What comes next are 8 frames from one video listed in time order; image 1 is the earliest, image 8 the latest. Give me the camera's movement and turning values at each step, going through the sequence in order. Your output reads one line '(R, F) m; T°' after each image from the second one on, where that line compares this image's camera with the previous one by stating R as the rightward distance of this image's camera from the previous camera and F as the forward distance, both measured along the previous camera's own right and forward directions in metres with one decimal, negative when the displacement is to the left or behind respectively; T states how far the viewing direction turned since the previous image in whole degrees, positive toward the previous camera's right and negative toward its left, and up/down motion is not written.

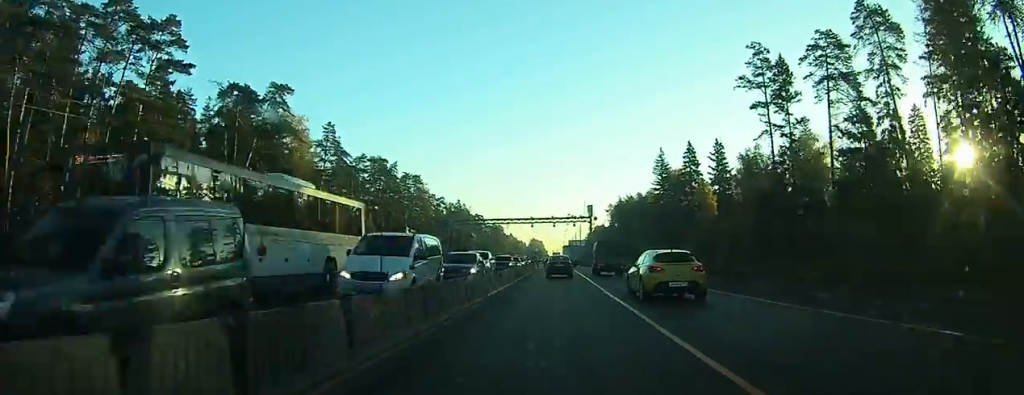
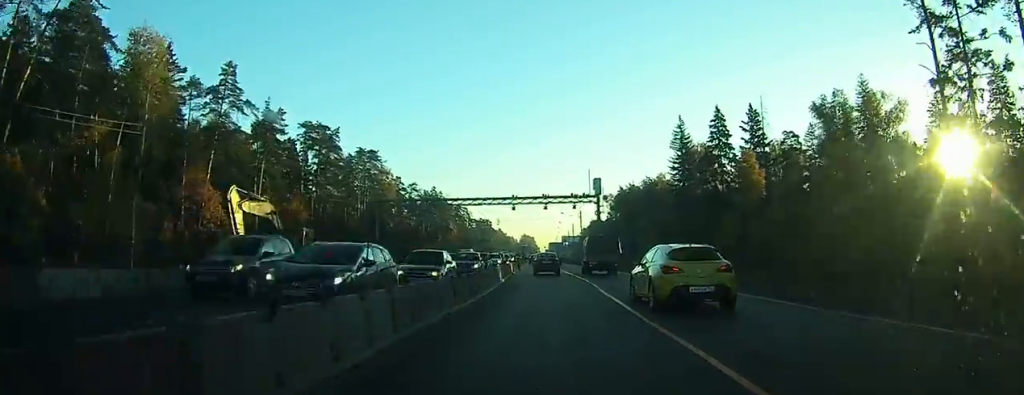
(+0.1, +30.7) m; 0°
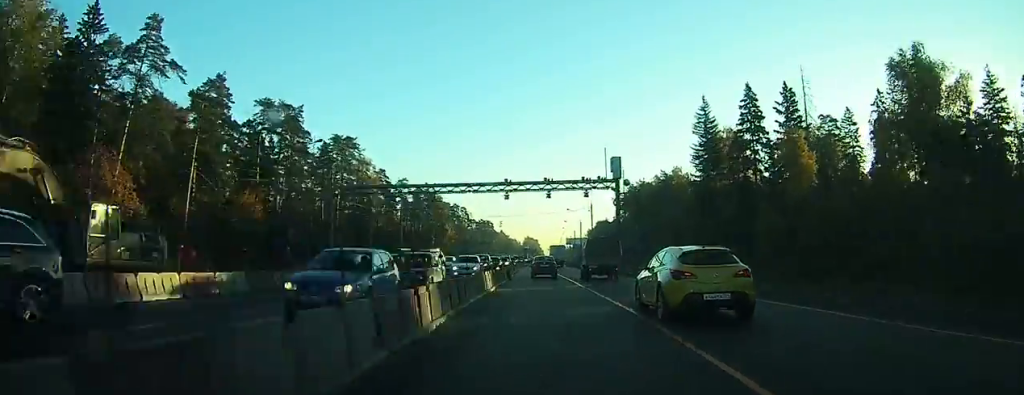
(0.0, +16.3) m; 0°
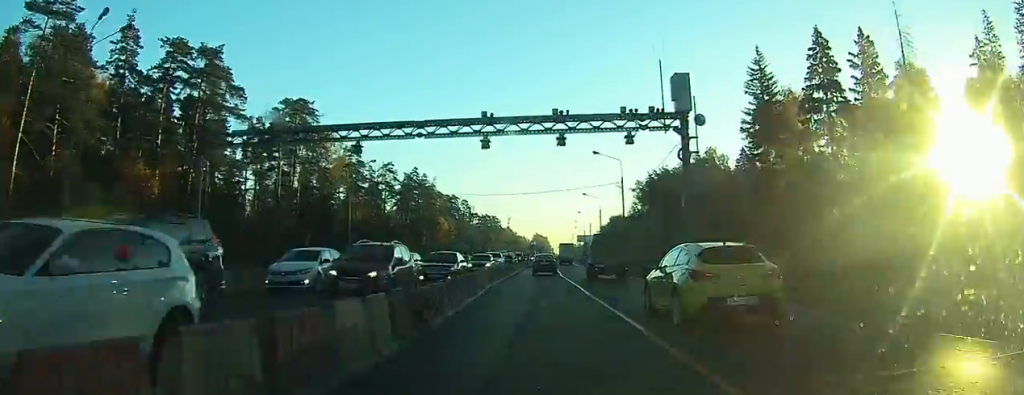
(-0.1, +23.8) m; 0°
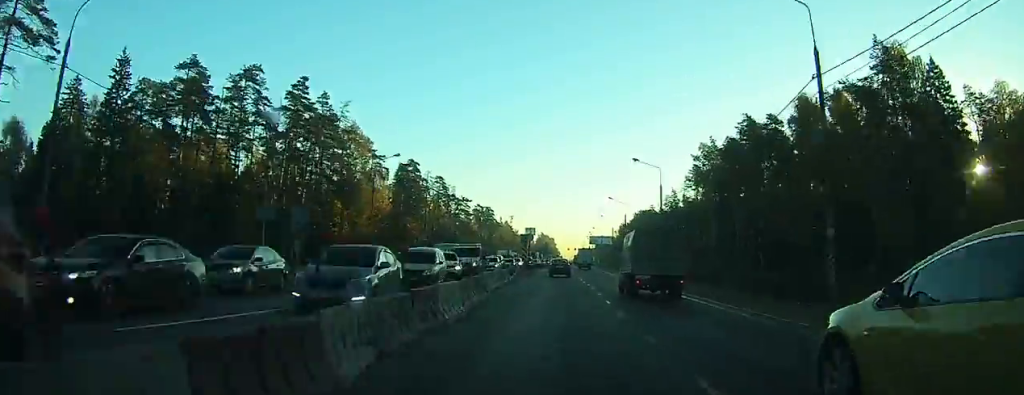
(-0.6, +75.2) m; 0°
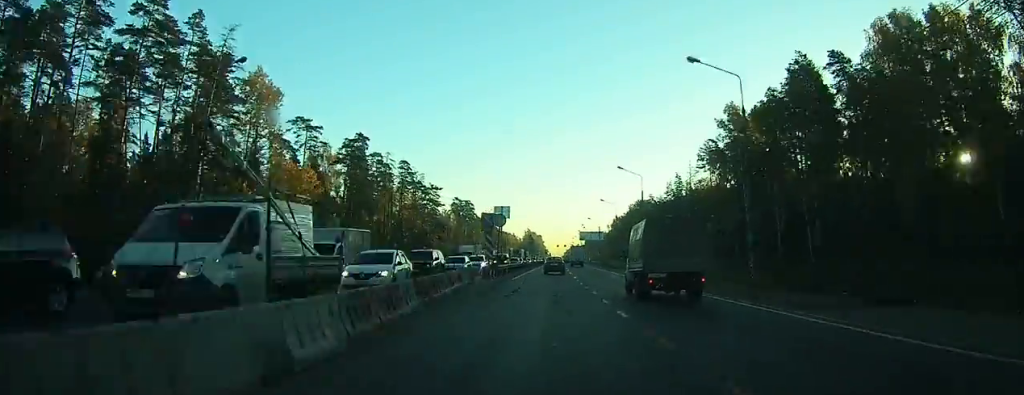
(+0.2, +27.2) m; +1°
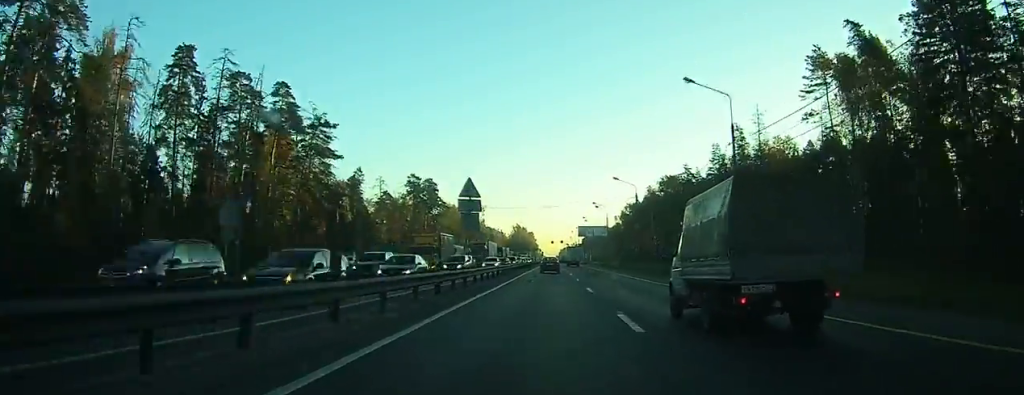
(+0.5, +62.9) m; +1°
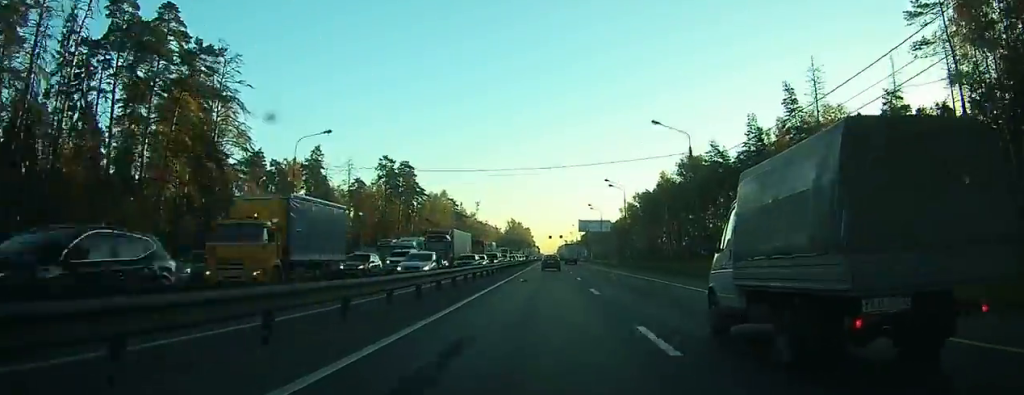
(0.0, +26.7) m; 0°
